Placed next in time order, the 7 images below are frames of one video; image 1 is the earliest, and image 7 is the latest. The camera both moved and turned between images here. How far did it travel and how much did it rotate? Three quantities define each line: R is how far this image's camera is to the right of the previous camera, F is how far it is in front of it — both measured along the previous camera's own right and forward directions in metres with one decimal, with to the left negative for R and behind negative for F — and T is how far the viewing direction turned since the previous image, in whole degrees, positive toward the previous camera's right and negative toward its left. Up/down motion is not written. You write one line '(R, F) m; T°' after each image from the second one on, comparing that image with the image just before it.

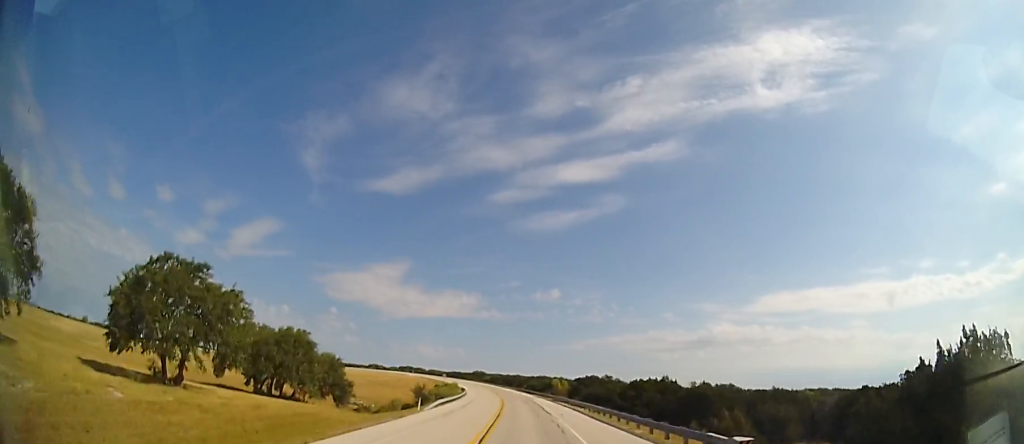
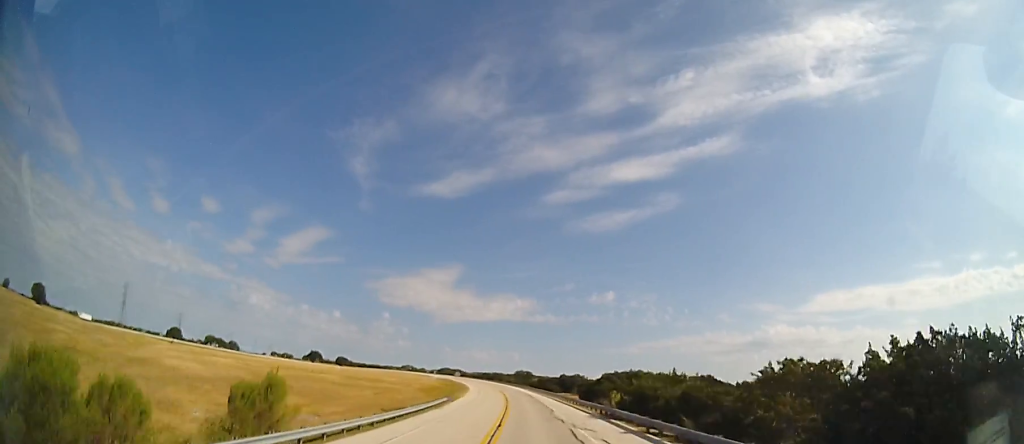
(-3.8, +71.9) m; -8°
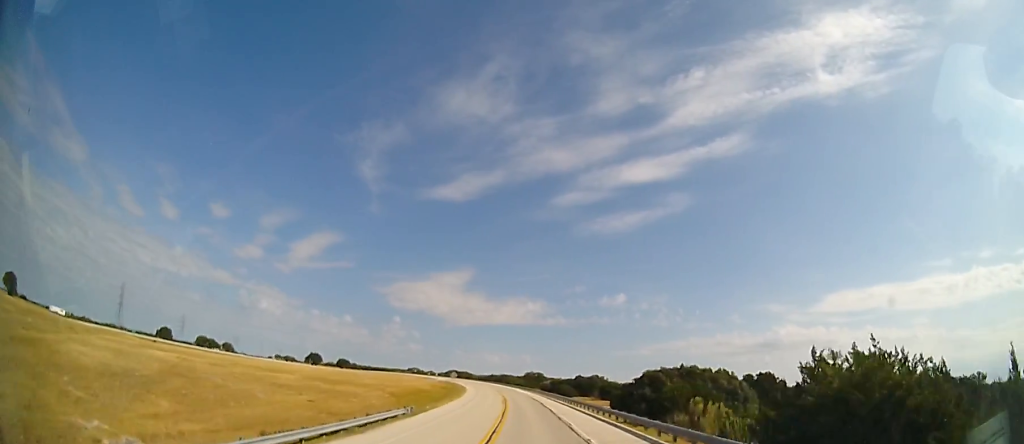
(-0.4, +19.1) m; -2°
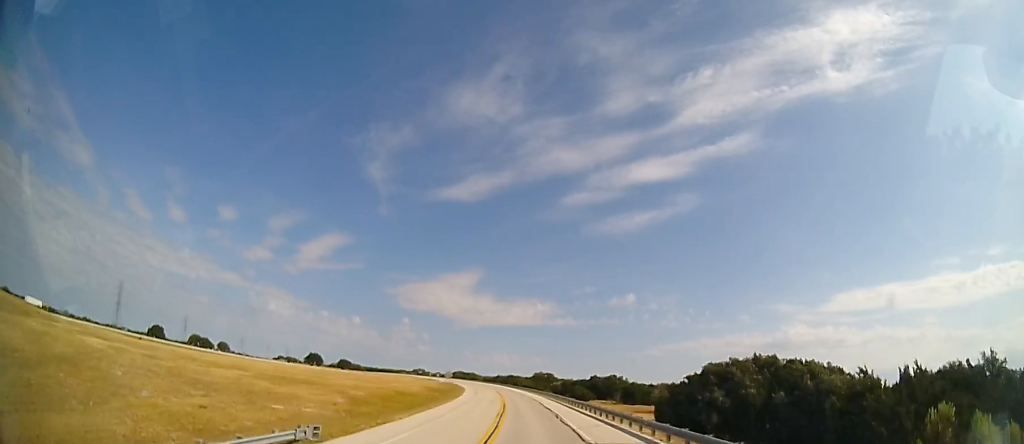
(-0.4, +15.0) m; -1°
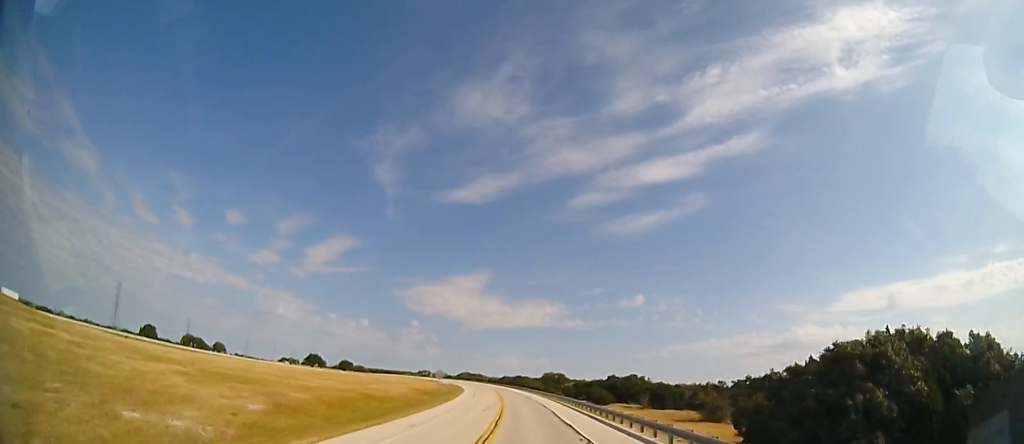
(-0.1, +14.0) m; -1°
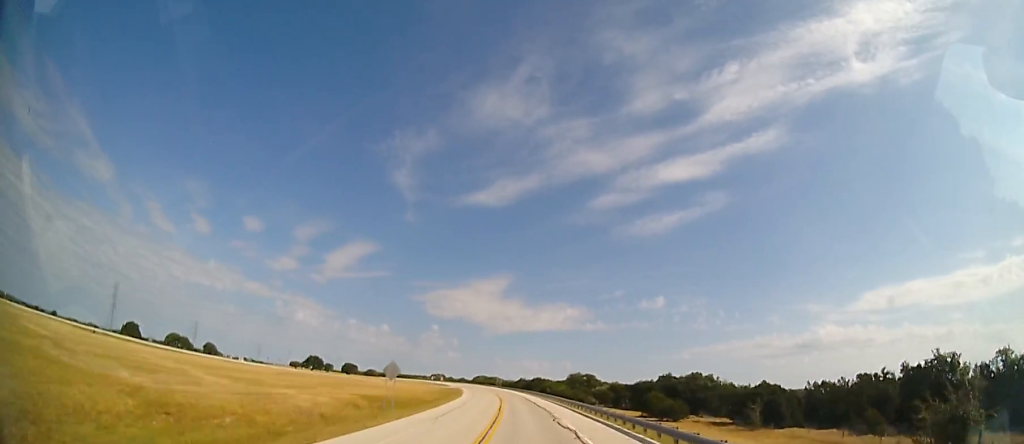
(-0.2, +29.7) m; -2°
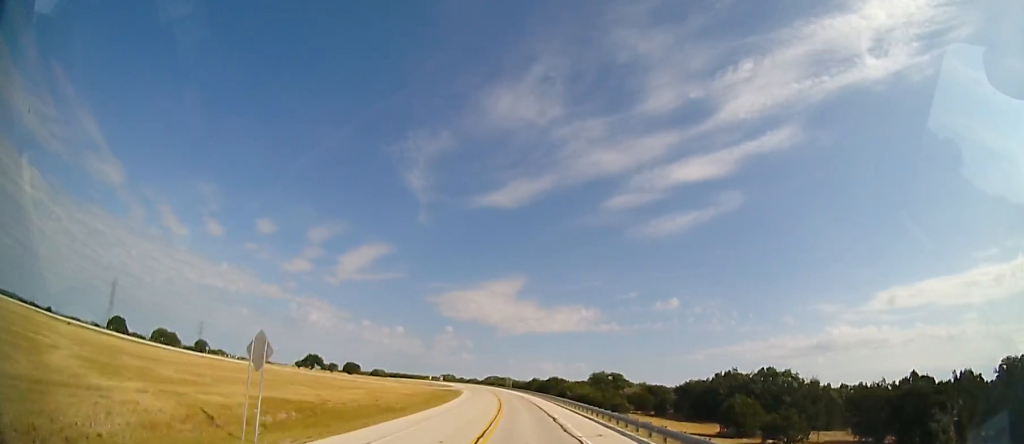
(-0.2, +20.4) m; -2°
